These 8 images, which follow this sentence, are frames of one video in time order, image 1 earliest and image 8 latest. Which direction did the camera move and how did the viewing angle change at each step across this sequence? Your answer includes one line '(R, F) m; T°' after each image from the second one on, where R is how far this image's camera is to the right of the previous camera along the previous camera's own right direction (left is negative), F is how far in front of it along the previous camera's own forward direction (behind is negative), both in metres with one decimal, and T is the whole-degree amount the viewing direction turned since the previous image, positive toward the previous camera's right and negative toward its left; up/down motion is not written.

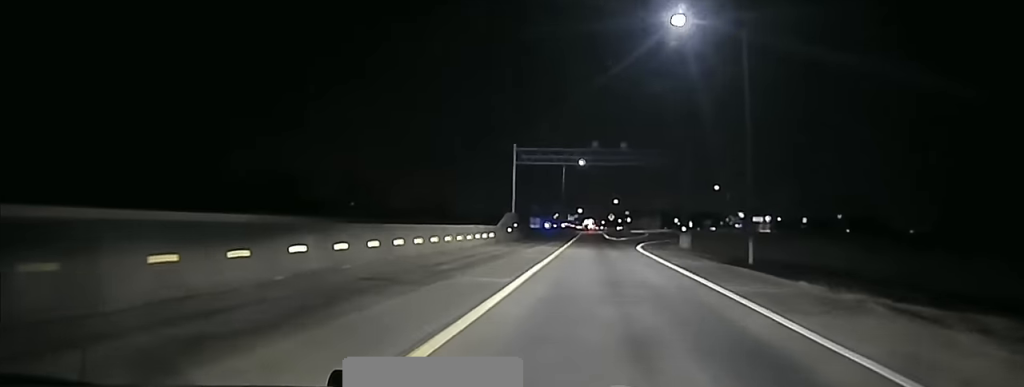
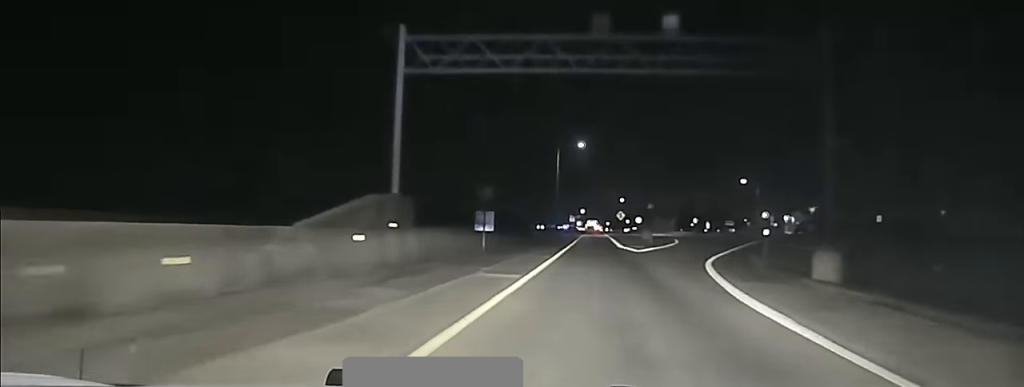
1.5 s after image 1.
(0.0, +43.2) m; 0°
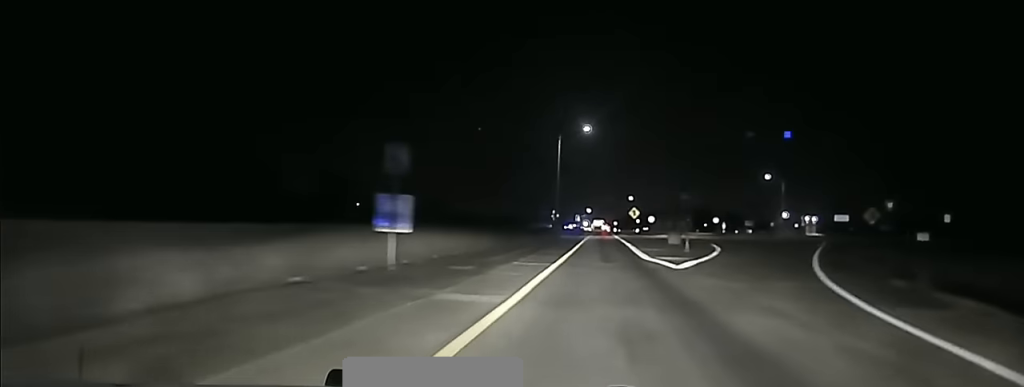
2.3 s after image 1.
(+0.1, +21.4) m; 0°
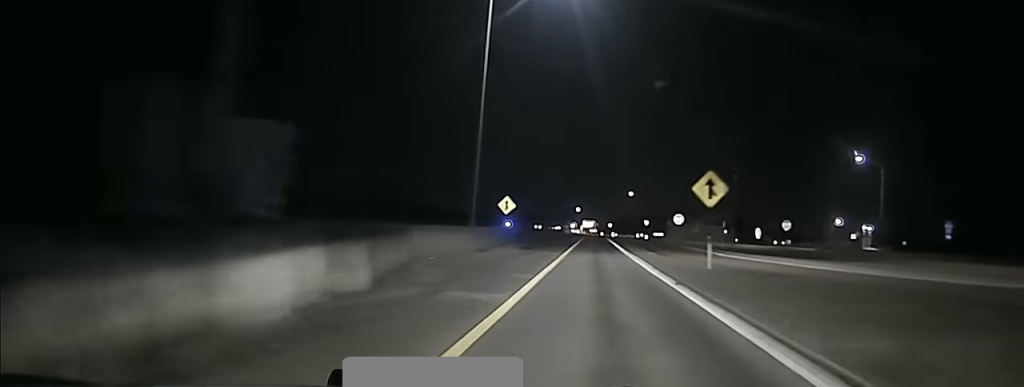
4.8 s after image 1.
(-0.2, +59.6) m; 0°
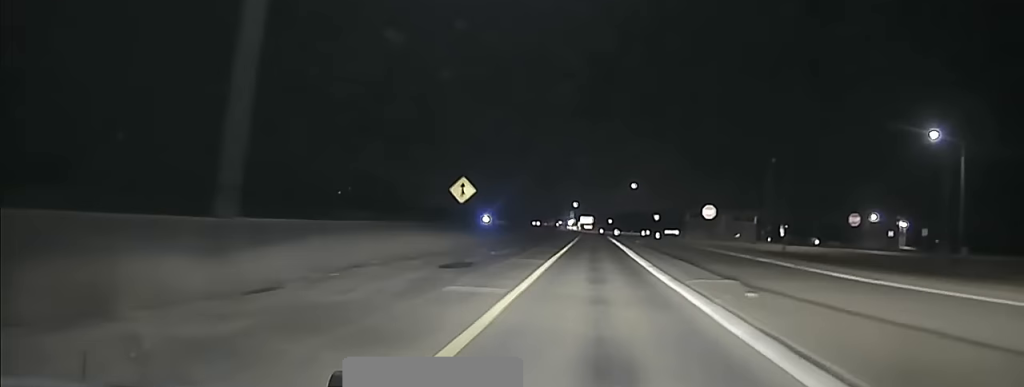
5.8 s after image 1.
(+0.1, +23.6) m; 0°
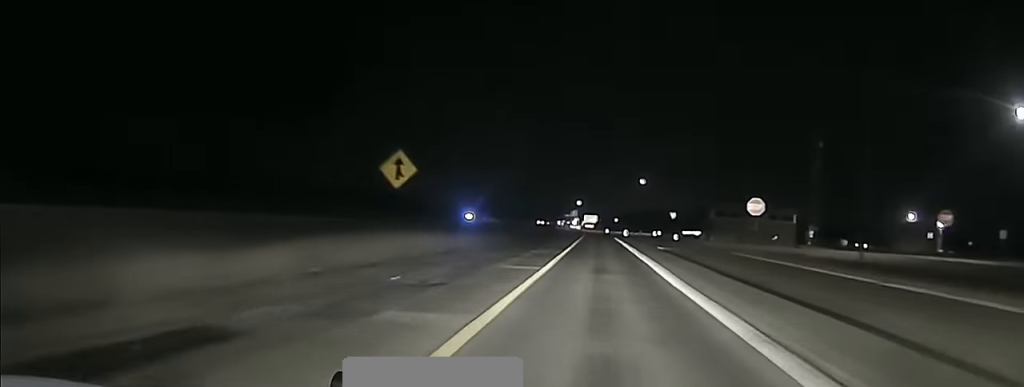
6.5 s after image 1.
(+0.1, +17.5) m; 0°
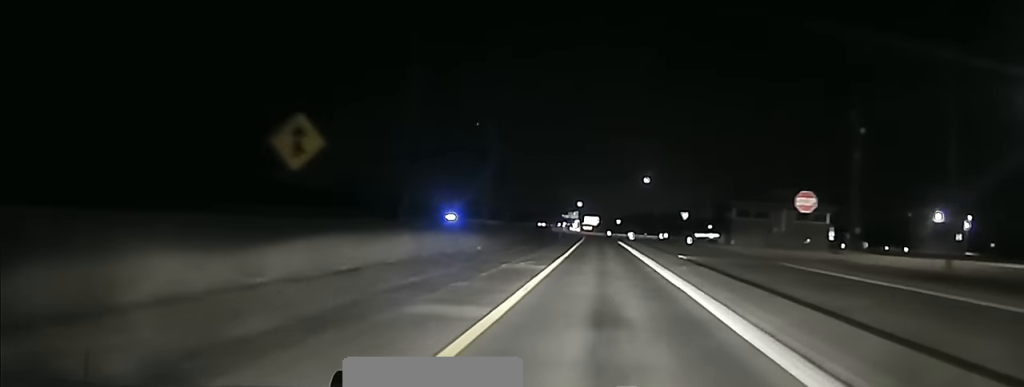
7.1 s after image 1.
(0.0, +12.3) m; 0°
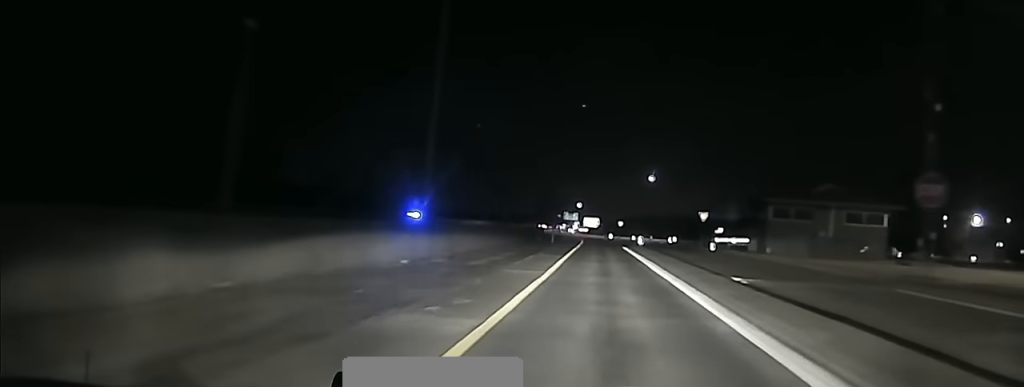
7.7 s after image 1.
(0.0, +14.1) m; 0°
